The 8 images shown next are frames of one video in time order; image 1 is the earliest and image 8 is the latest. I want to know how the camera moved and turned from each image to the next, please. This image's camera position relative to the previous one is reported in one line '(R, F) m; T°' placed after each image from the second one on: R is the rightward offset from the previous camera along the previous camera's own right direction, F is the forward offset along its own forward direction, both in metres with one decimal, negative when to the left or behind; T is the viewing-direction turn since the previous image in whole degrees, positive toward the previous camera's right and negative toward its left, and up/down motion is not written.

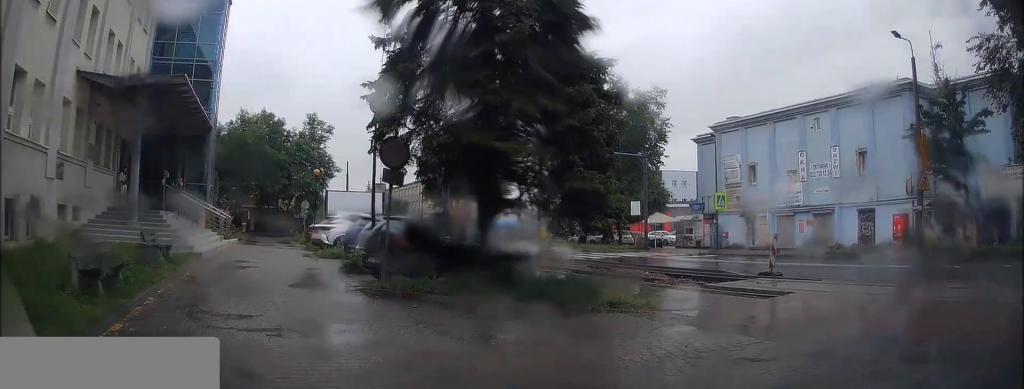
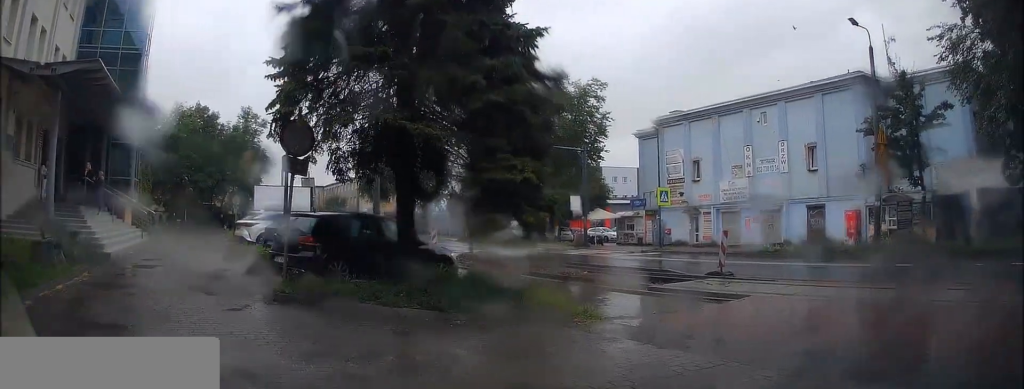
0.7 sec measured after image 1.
(+0.1, +1.5) m; -2°
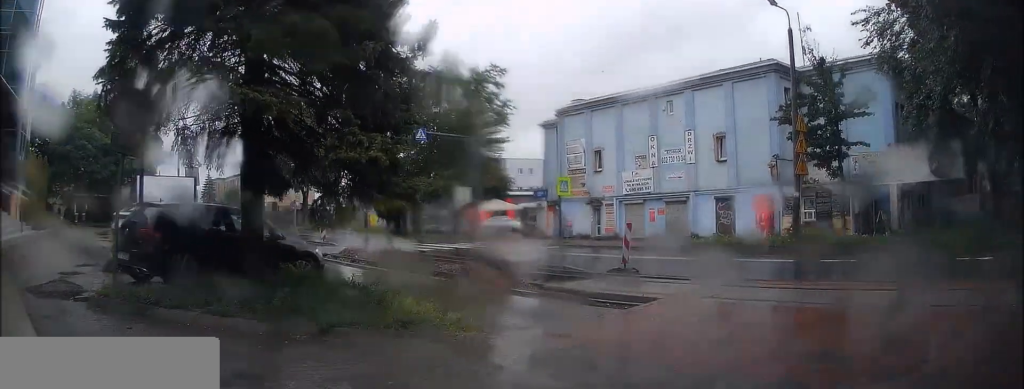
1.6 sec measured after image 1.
(-0.1, +1.8) m; +6°
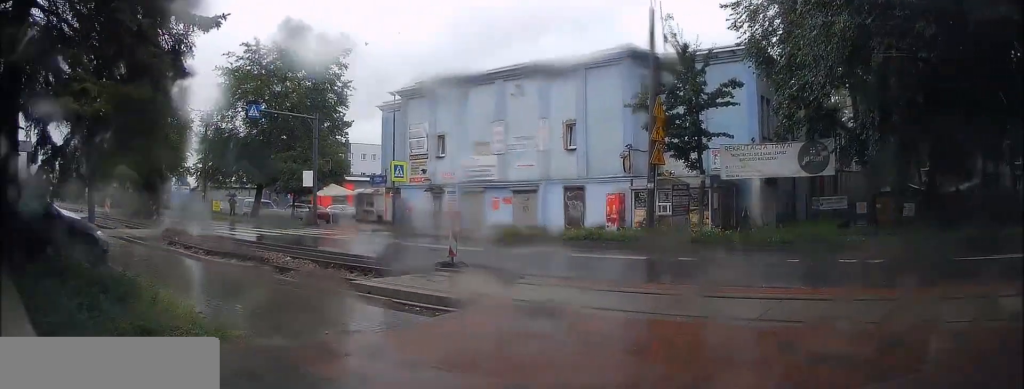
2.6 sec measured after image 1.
(+0.3, +1.9) m; +22°
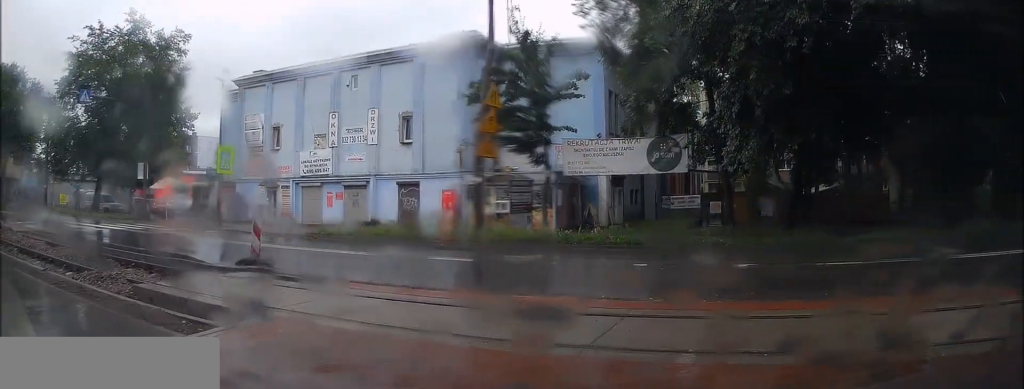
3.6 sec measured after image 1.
(+0.4, +1.8) m; +30°
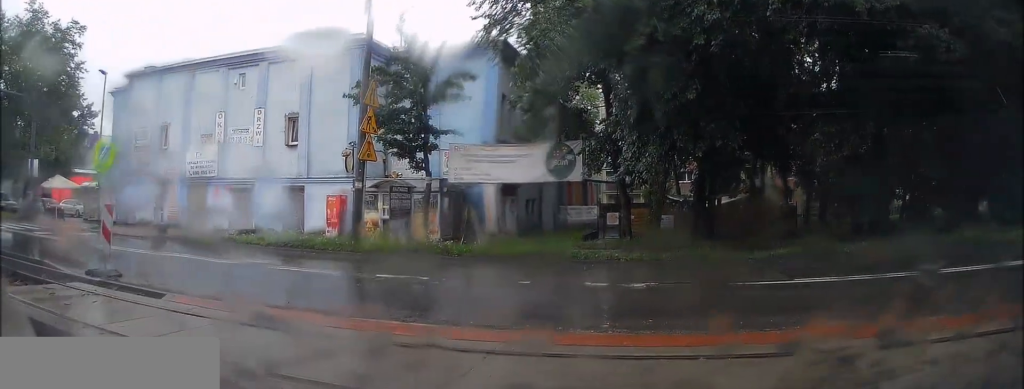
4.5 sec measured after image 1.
(+0.4, +1.4) m; +10°
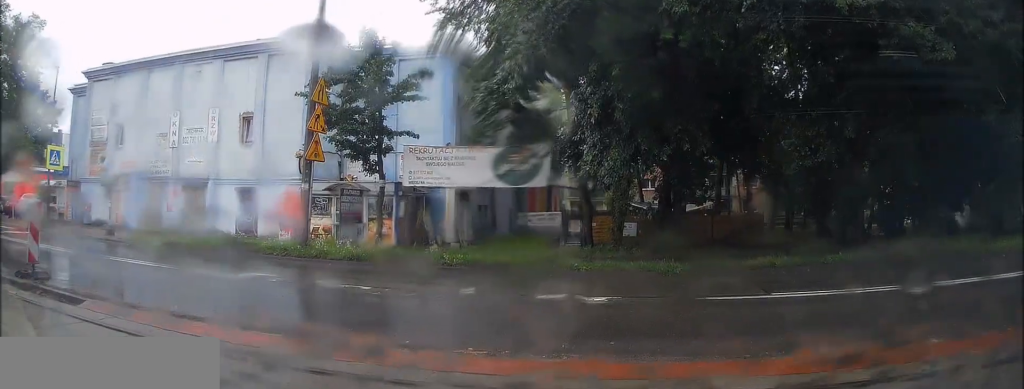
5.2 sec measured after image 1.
(0.0, +0.9) m; +2°
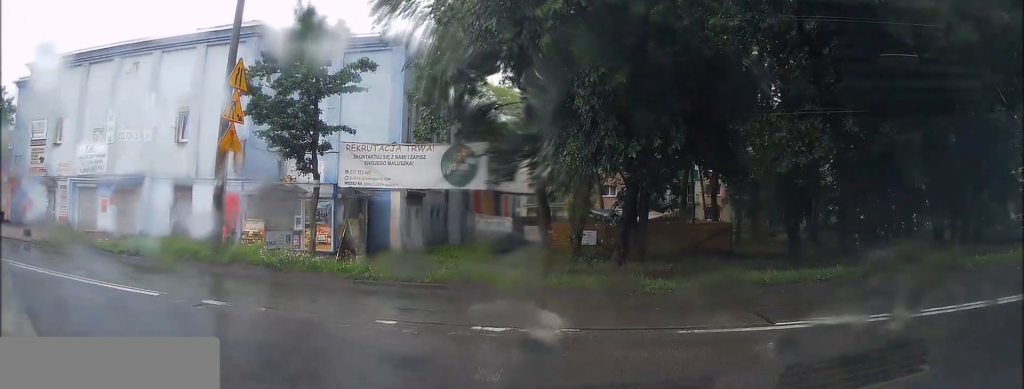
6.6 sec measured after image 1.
(+0.1, +2.4) m; +6°
